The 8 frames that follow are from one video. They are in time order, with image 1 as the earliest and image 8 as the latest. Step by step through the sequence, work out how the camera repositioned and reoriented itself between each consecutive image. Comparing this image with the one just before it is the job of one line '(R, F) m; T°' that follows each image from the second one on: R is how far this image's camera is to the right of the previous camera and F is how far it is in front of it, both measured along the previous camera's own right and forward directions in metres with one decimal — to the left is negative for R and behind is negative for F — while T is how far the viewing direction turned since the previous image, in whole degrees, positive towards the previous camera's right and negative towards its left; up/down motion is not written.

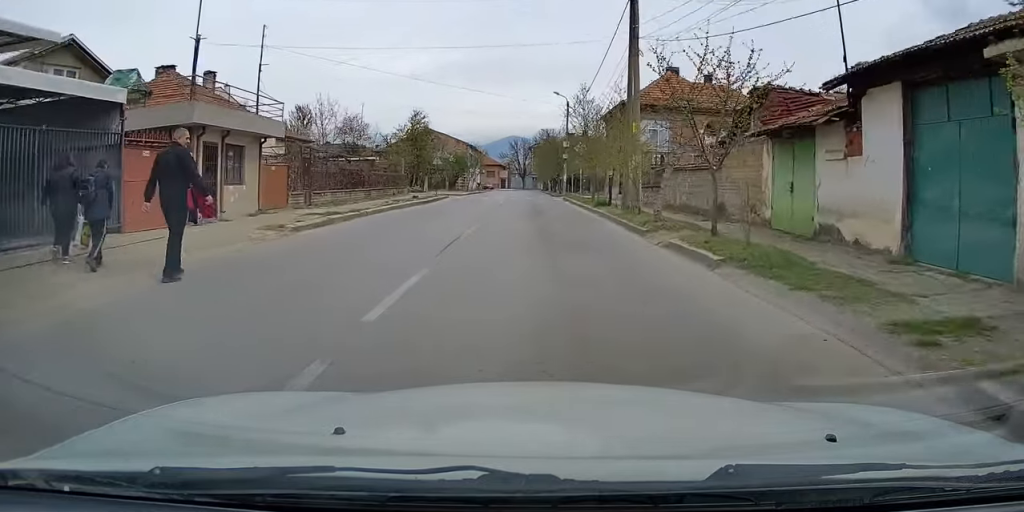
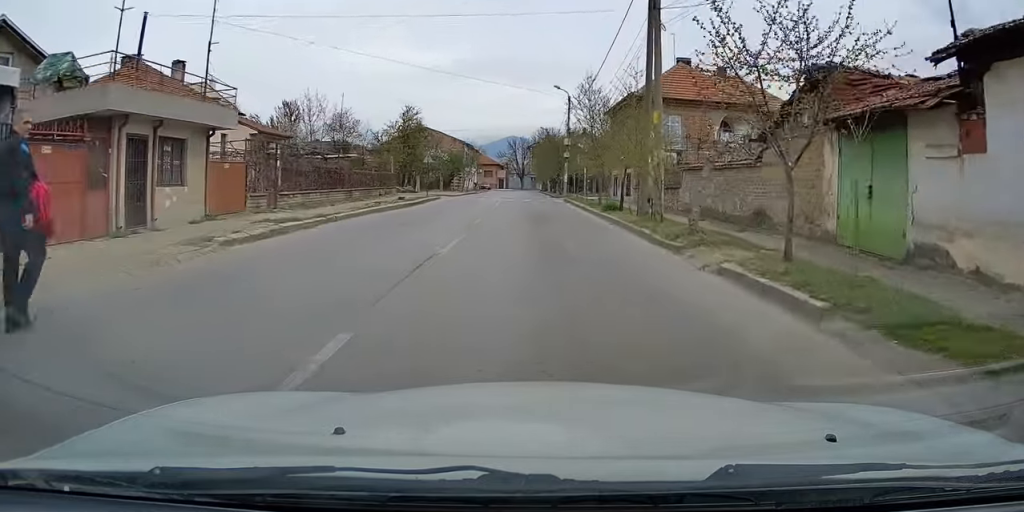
(0.0, +3.7) m; -1°
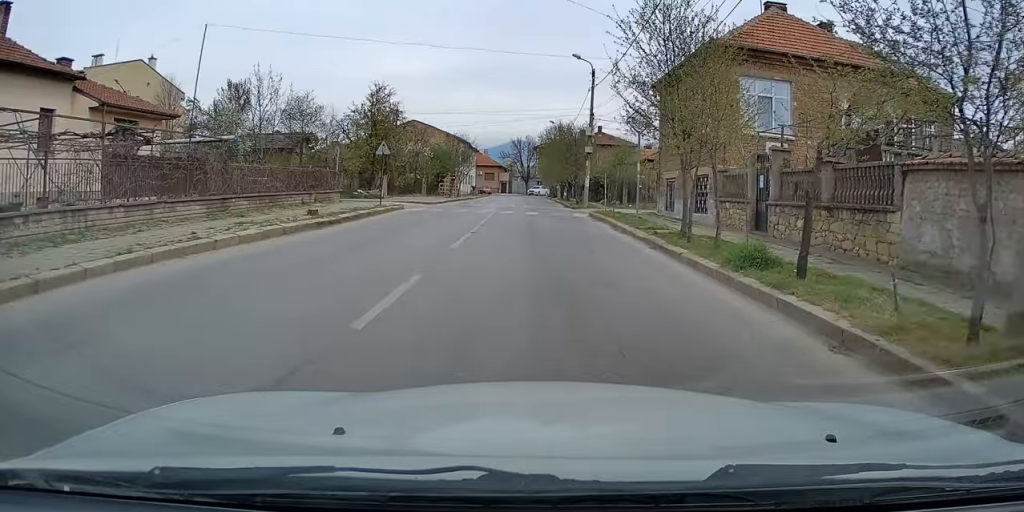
(-0.3, +15.7) m; -1°
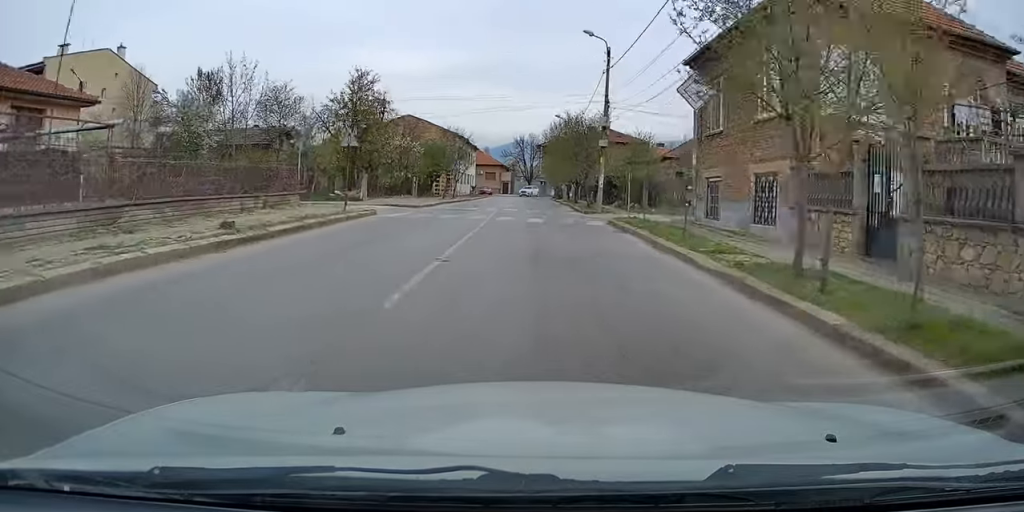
(0.0, +6.0) m; 0°
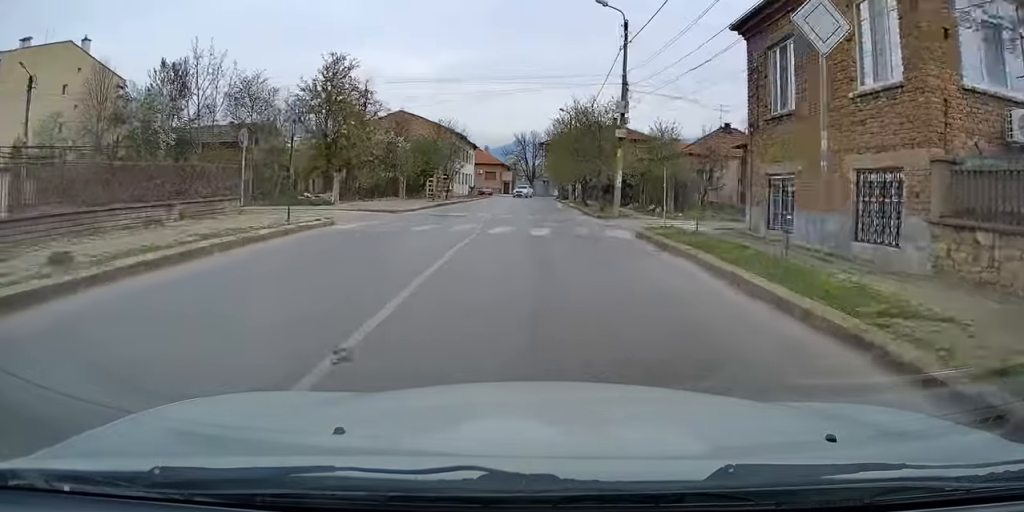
(0.0, +5.6) m; +1°
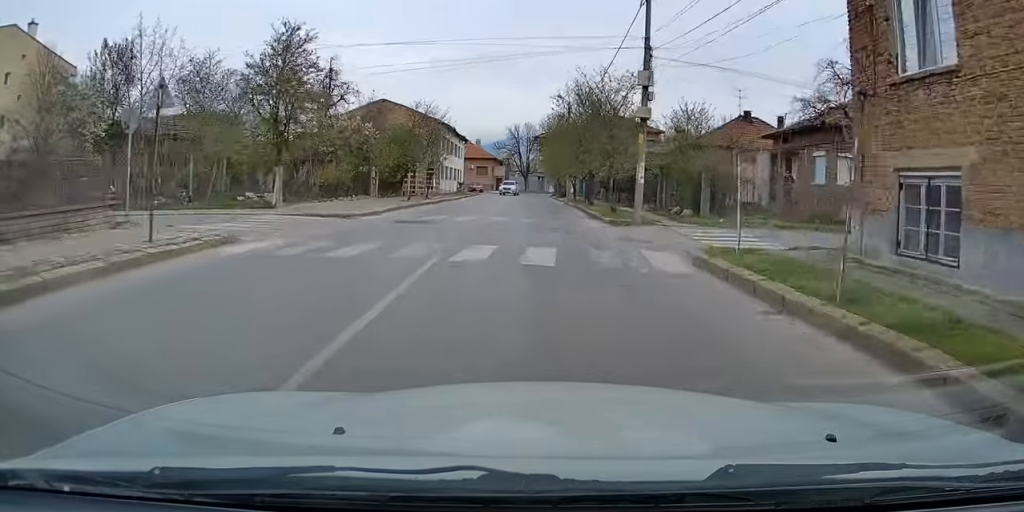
(0.0, +6.3) m; +1°
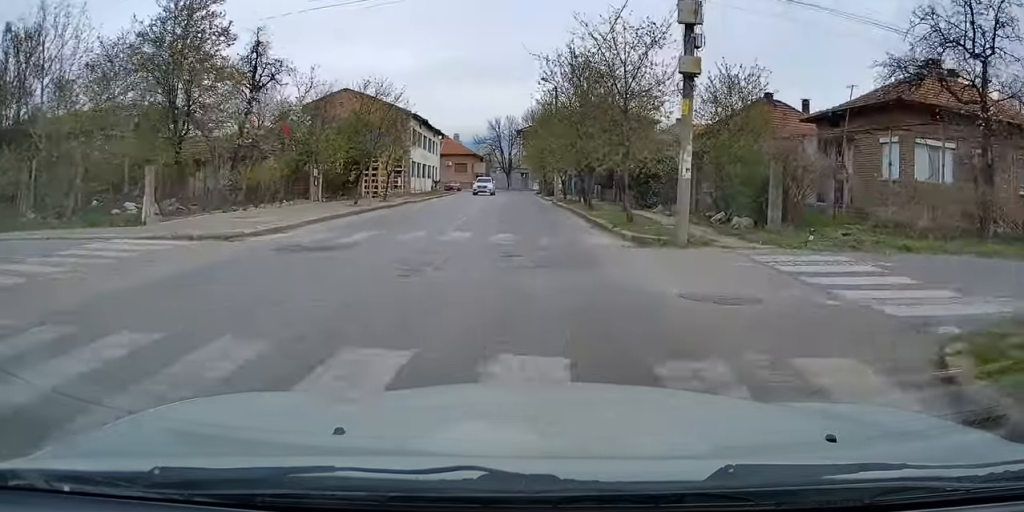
(+0.2, +7.7) m; +1°
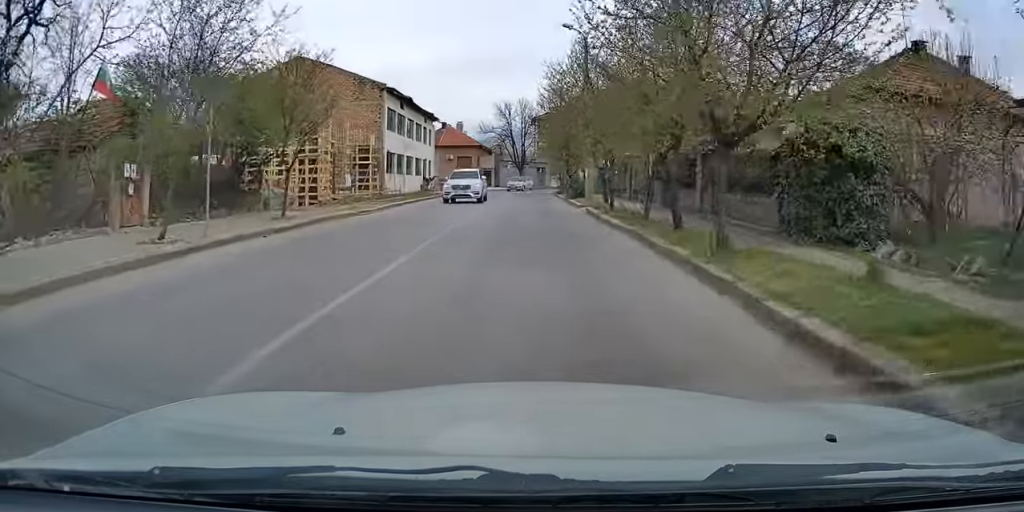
(-0.4, +15.9) m; -2°
